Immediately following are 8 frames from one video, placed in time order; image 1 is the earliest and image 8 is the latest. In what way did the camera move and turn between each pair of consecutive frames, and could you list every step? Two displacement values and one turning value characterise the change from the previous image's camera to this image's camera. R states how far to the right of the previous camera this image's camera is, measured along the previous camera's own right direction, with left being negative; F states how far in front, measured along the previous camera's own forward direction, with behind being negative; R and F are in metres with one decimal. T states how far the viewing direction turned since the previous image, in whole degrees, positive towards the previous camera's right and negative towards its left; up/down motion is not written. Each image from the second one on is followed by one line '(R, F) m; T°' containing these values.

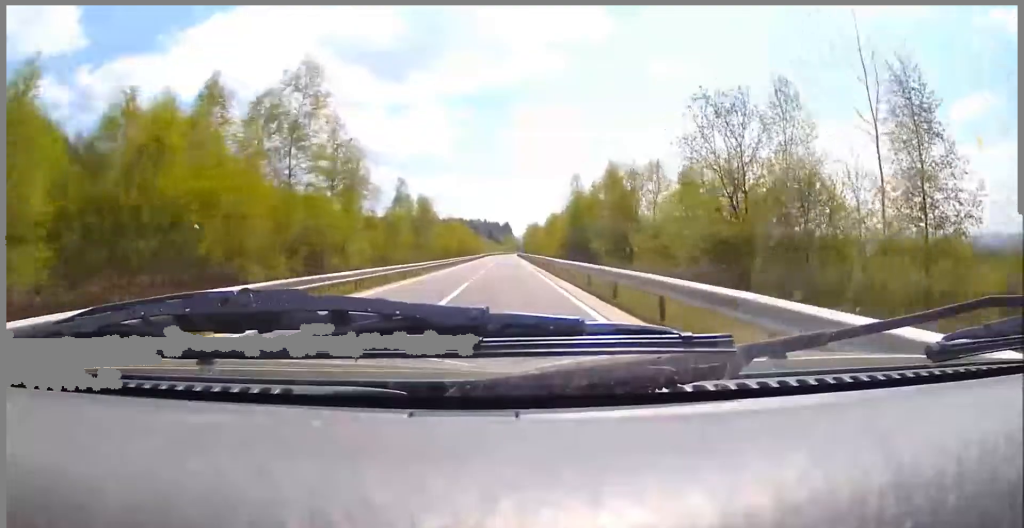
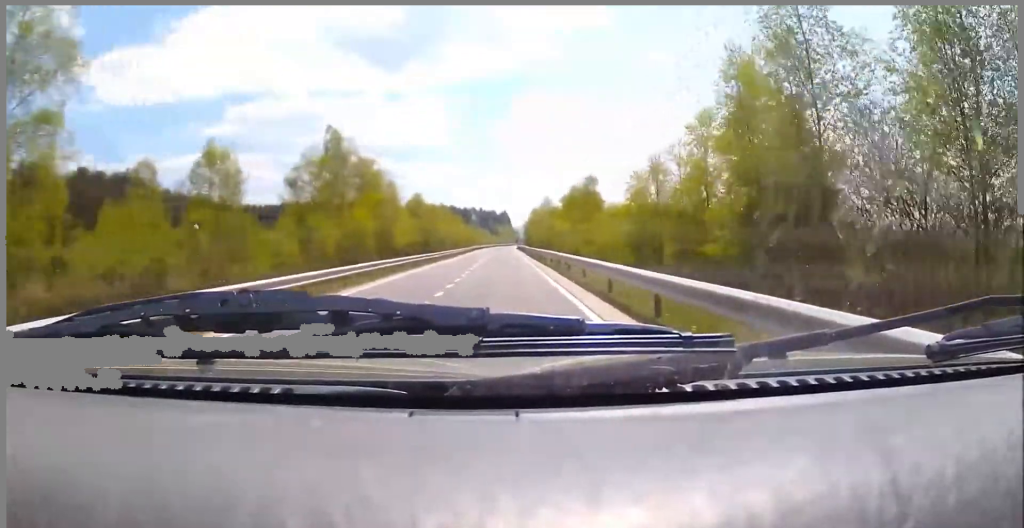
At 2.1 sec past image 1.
(+1.1, +35.2) m; +4°
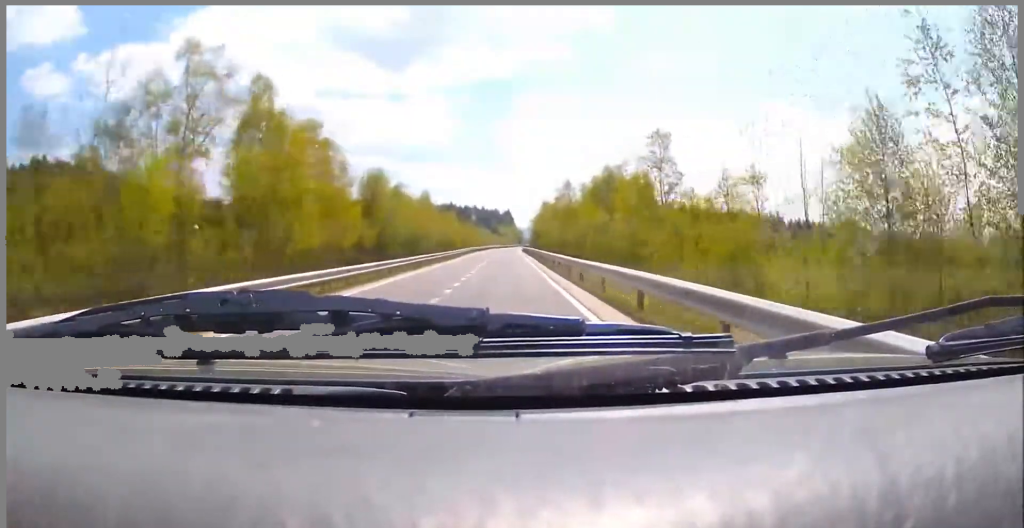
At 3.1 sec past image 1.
(+0.5, +18.4) m; +3°
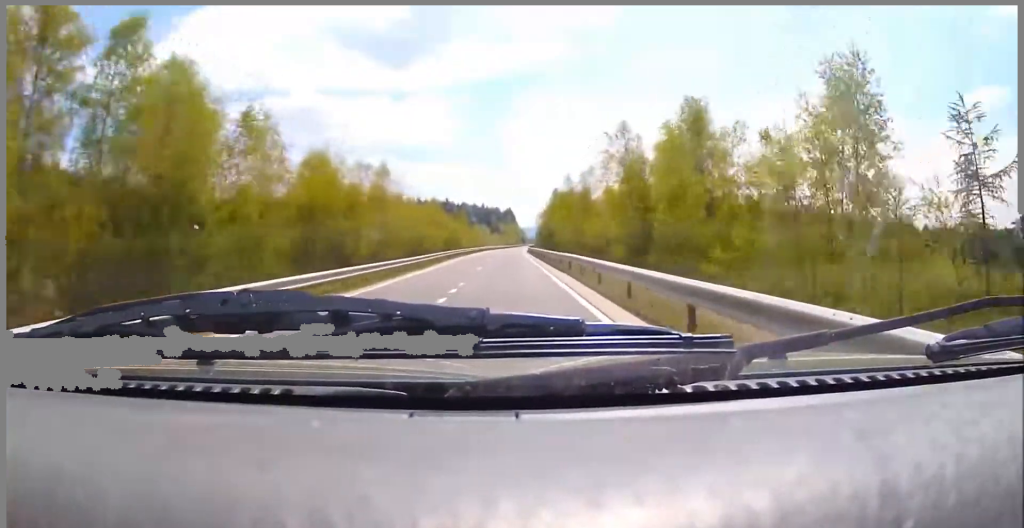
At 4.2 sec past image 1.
(+0.5, +22.2) m; +1°
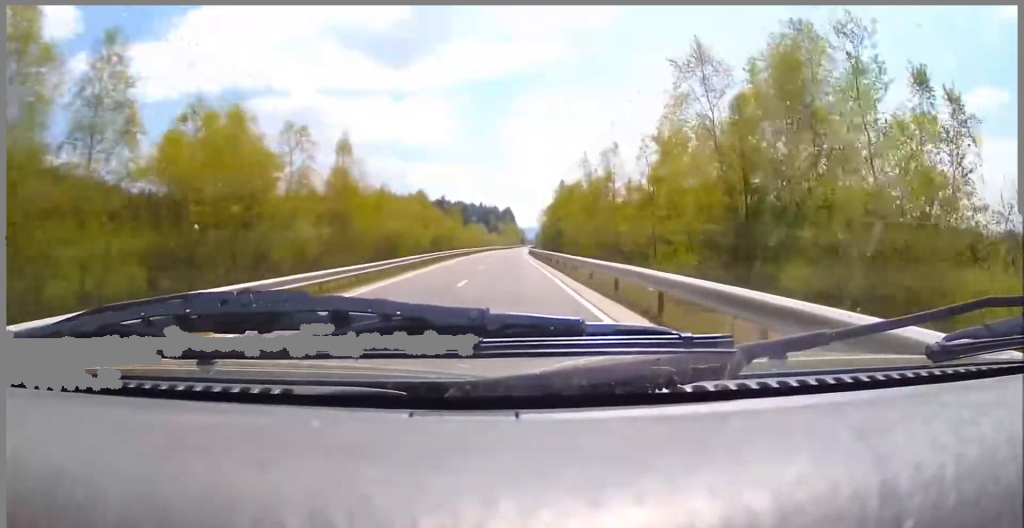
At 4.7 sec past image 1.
(-0.1, +10.3) m; 0°
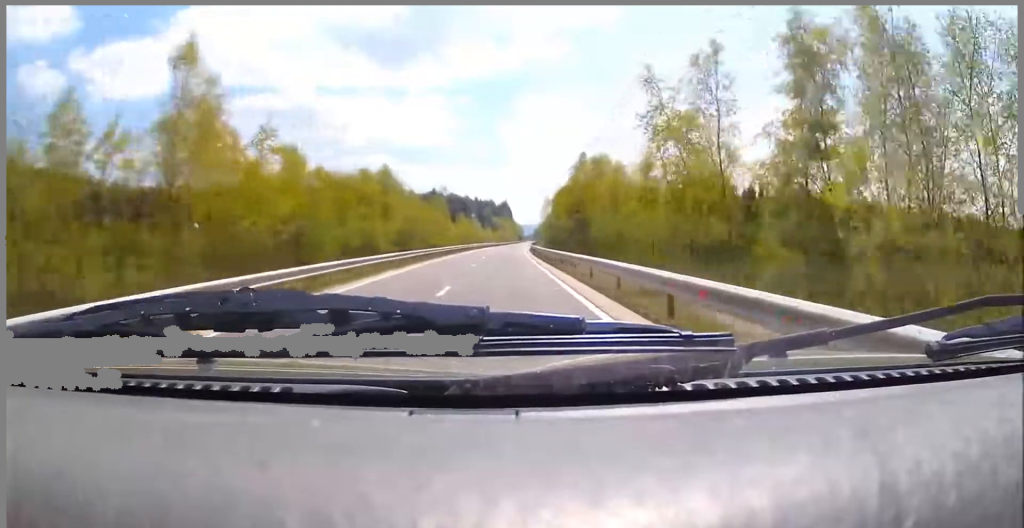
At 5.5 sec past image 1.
(-0.2, +16.7) m; -1°
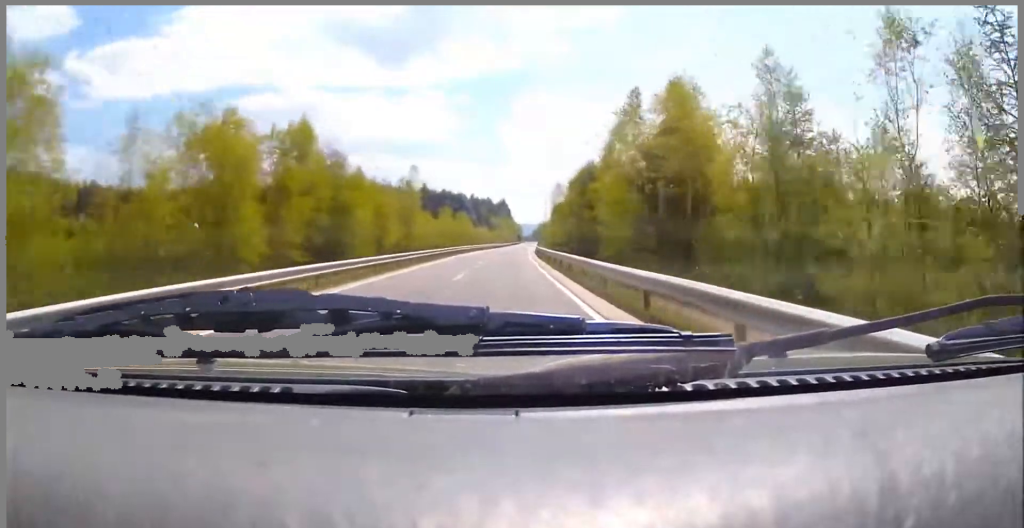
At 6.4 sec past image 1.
(0.0, +19.1) m; 0°
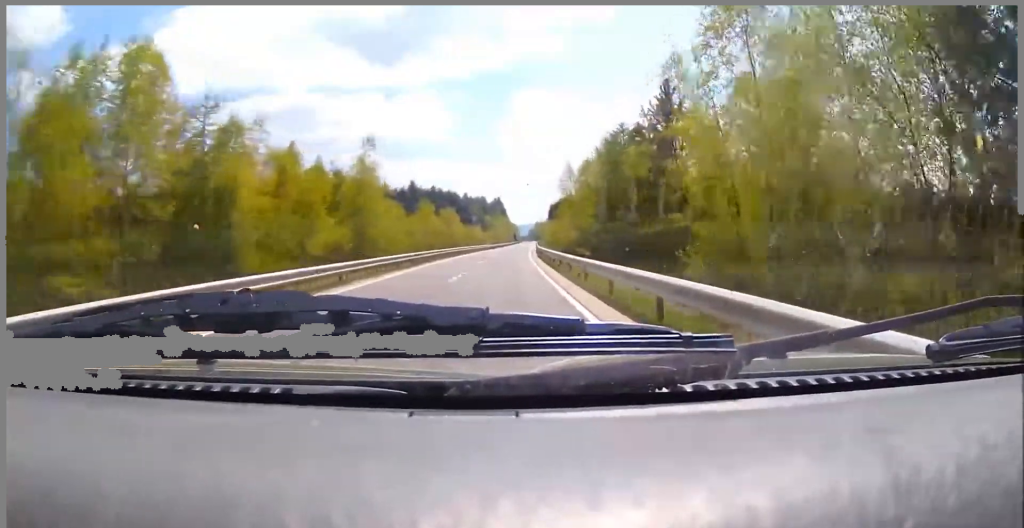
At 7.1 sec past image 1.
(0.0, +13.6) m; +1°
